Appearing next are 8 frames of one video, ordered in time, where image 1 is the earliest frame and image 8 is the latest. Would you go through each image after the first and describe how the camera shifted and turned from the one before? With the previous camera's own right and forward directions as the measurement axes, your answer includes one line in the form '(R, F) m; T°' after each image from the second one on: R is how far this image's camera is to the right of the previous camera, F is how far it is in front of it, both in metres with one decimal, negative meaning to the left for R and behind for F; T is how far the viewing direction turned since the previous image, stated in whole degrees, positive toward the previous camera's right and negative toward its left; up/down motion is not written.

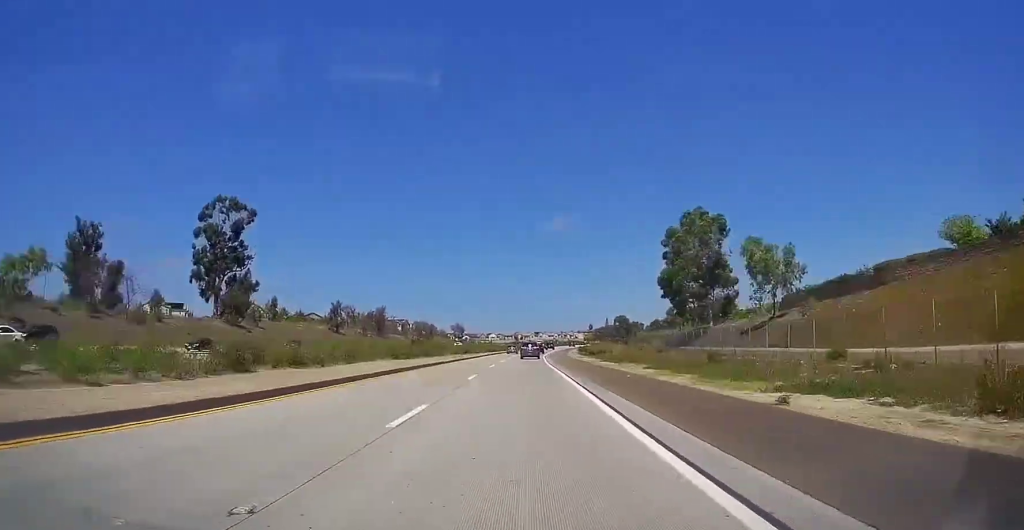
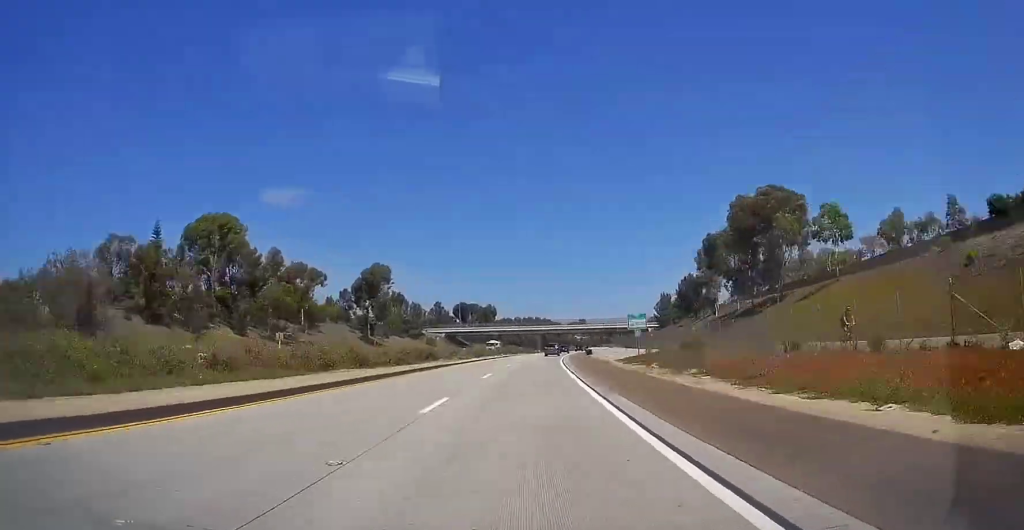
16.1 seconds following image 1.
(+88.6, +473.0) m; +24°
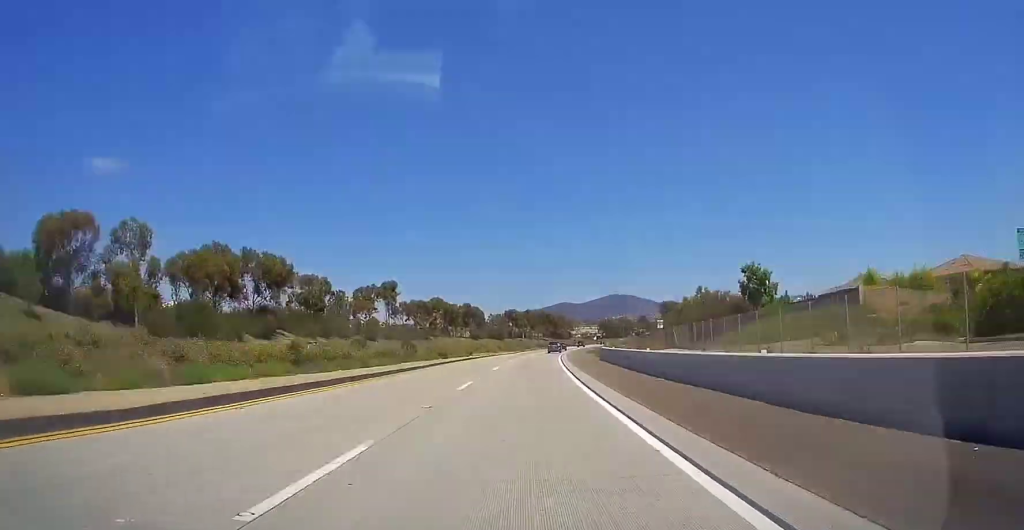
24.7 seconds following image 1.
(+32.3, +249.1) m; +15°
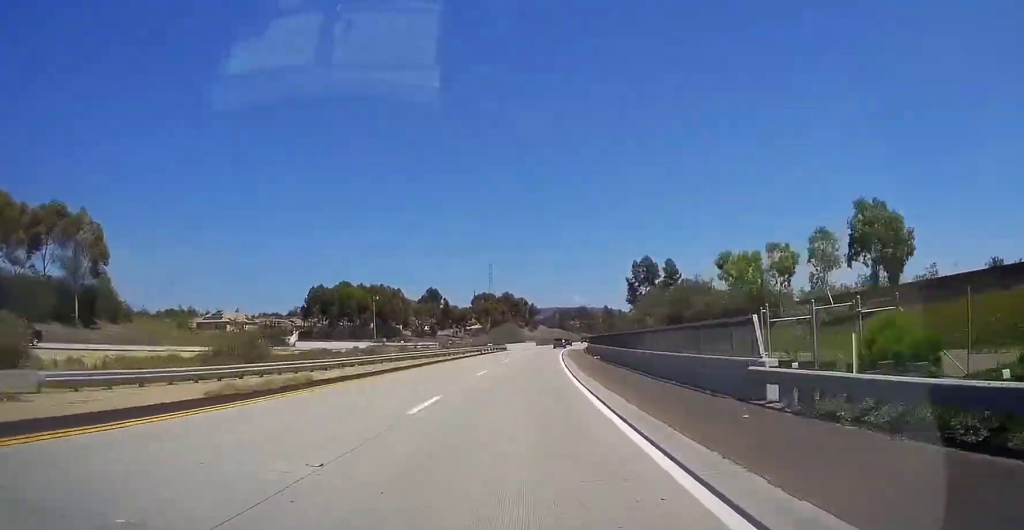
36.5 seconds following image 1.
(+59.5, +352.7) m; +21°
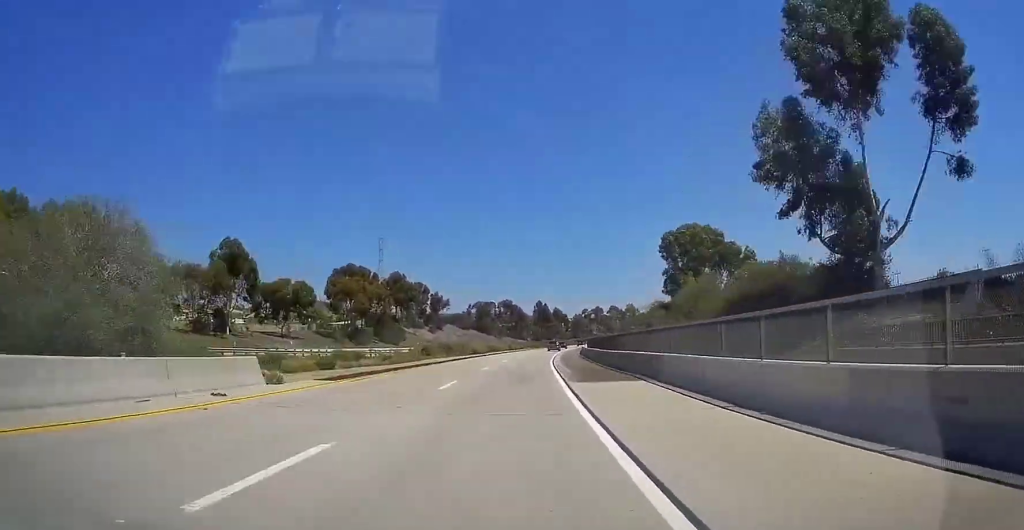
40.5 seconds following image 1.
(+11.9, +123.5) m; +7°
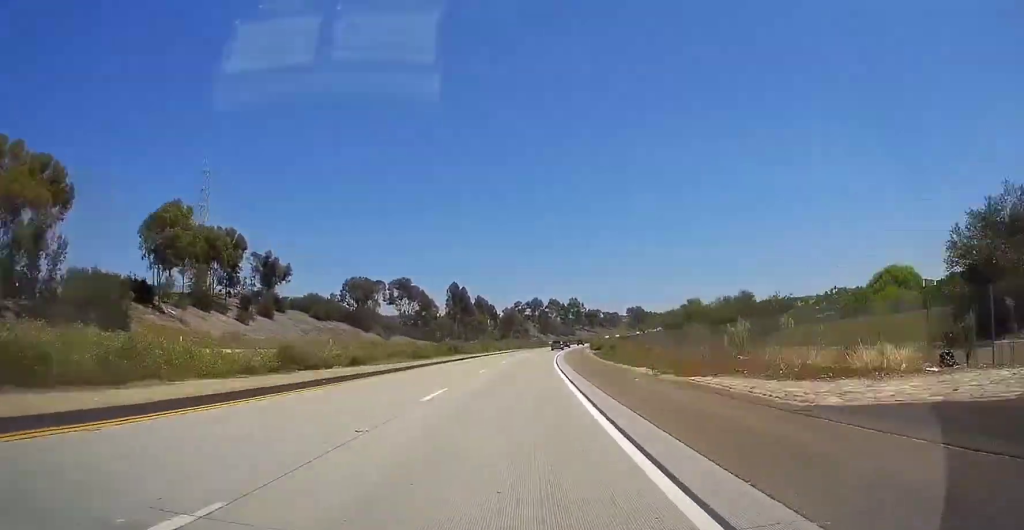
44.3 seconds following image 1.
(+3.6, +117.1) m; +7°
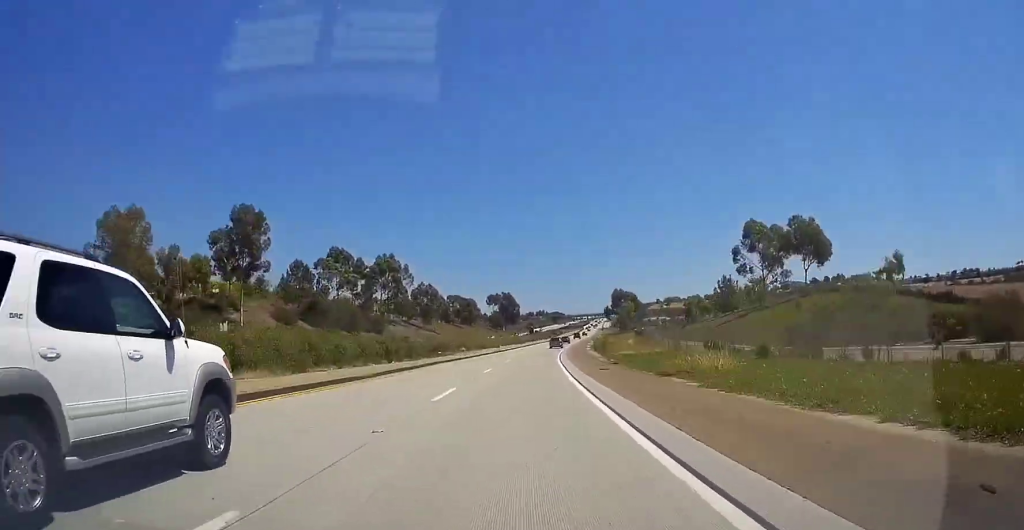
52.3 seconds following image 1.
(+30.4, +248.2) m; +11°
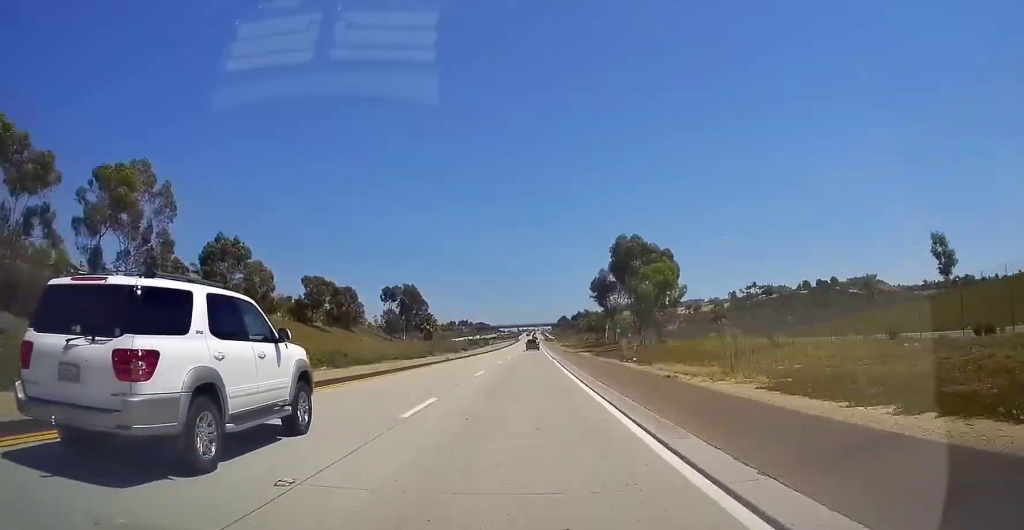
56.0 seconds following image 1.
(+5.6, +117.8) m; +3°
